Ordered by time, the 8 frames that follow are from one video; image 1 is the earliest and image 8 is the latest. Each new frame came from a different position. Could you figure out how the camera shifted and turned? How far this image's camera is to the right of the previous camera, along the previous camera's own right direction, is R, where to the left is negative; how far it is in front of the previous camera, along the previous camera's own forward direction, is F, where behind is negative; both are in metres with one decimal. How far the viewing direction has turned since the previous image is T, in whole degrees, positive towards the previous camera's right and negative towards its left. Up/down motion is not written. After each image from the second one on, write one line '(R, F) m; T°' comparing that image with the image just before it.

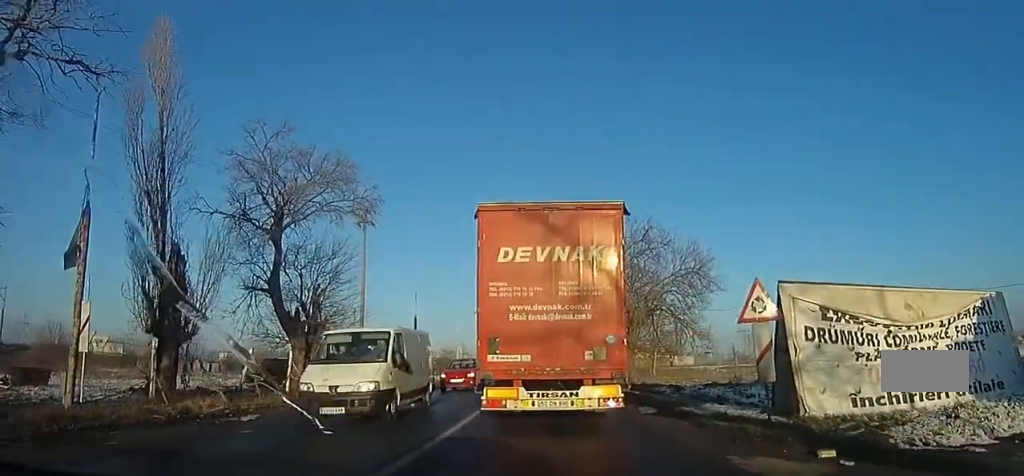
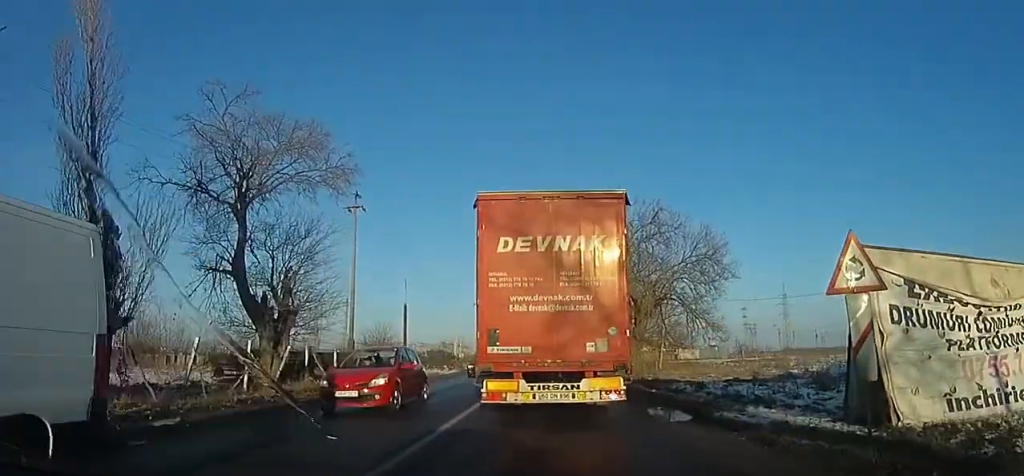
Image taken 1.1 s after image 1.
(-0.6, +3.3) m; -2°
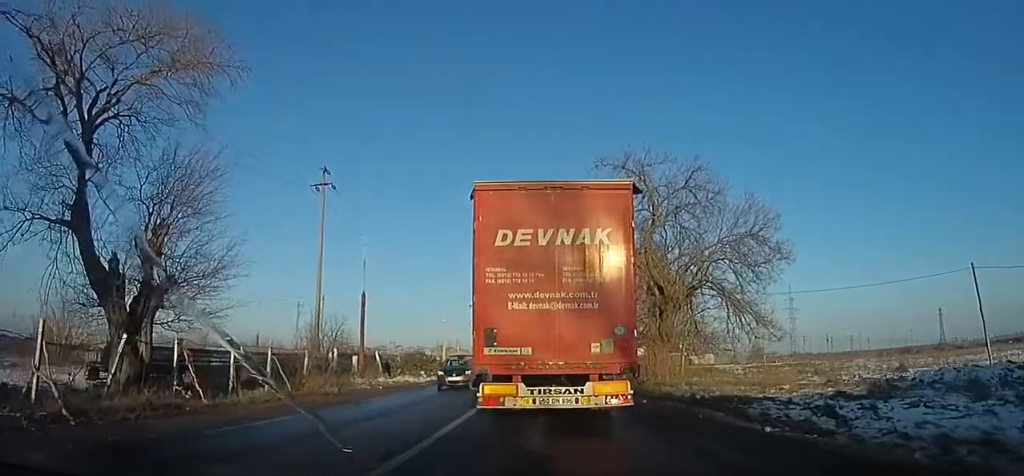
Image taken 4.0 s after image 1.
(+0.7, +8.6) m; +10°
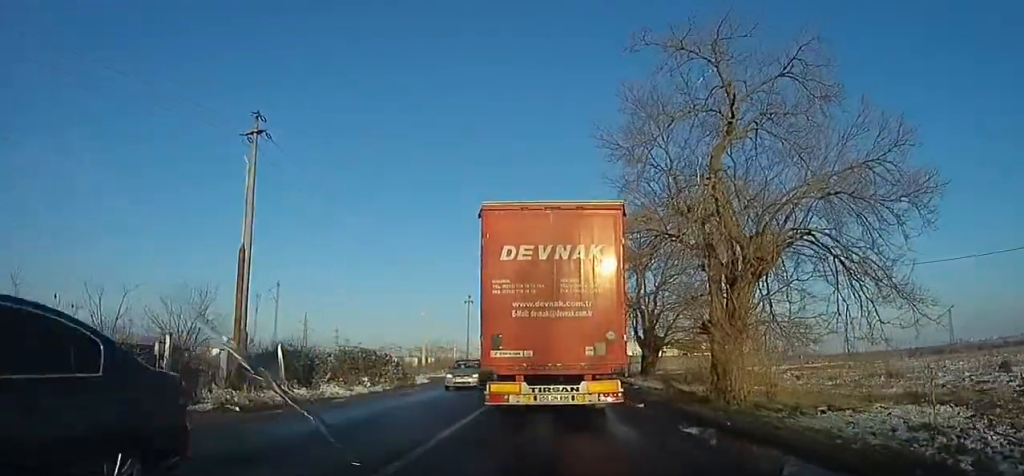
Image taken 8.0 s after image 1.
(+0.2, +11.7) m; -2°
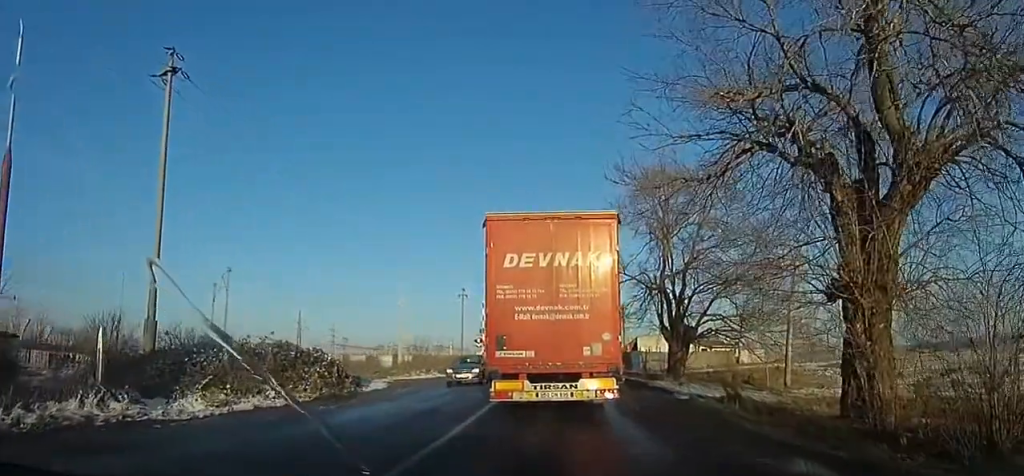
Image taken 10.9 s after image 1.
(-1.1, +8.9) m; -3°
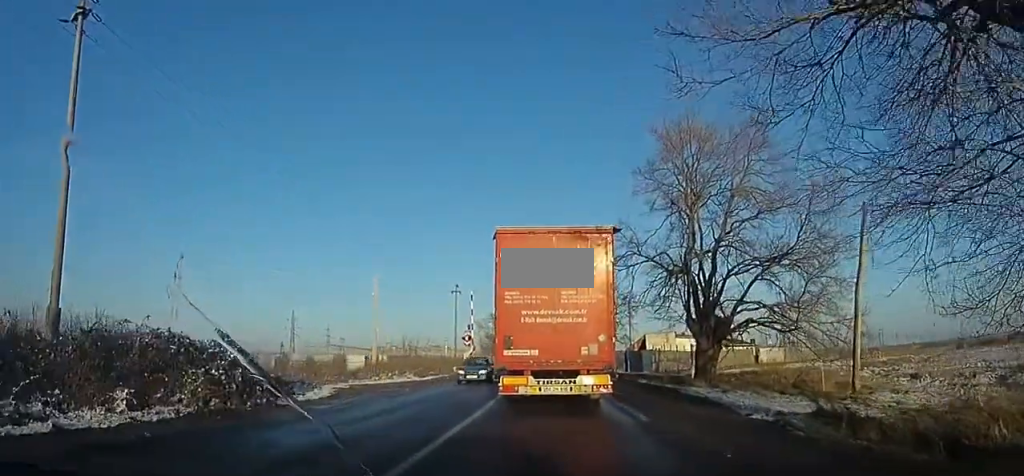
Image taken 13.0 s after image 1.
(+0.9, +6.5) m; +9°
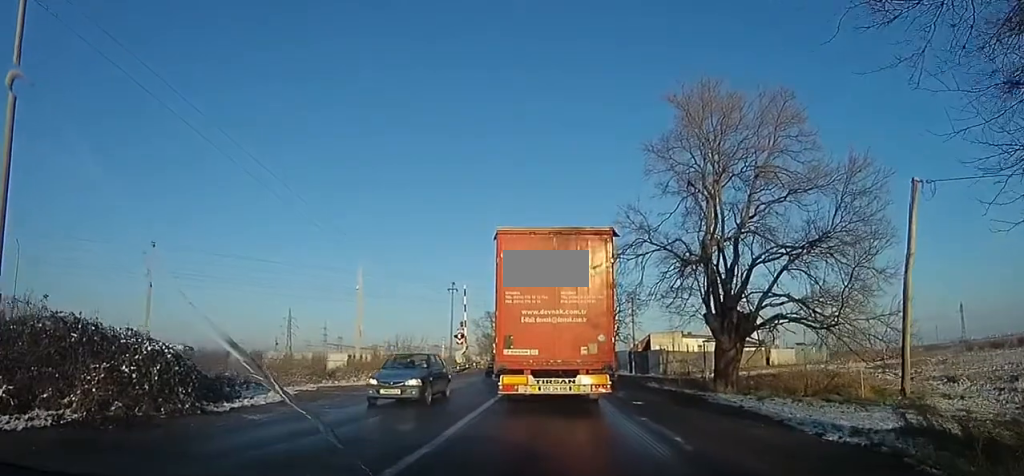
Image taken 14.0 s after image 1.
(+0.2, +3.3) m; +2°
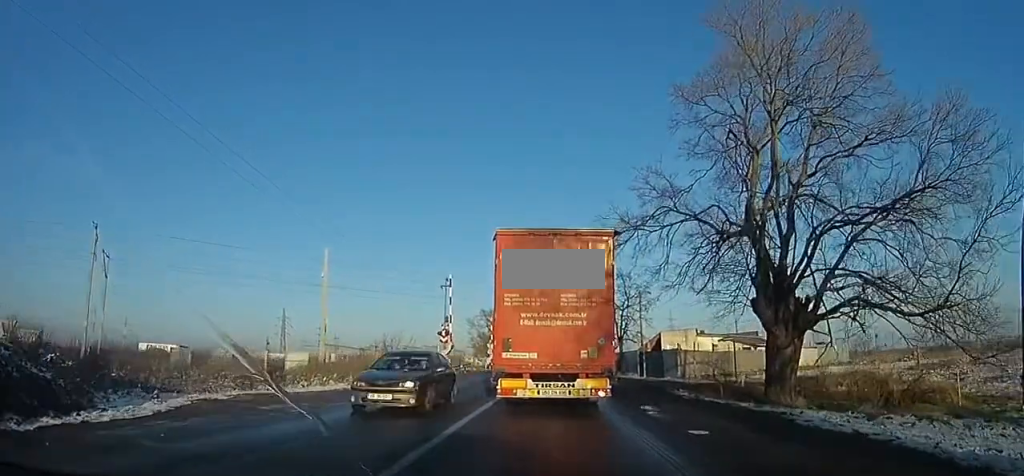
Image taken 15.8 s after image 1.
(-0.3, +5.5) m; -4°
